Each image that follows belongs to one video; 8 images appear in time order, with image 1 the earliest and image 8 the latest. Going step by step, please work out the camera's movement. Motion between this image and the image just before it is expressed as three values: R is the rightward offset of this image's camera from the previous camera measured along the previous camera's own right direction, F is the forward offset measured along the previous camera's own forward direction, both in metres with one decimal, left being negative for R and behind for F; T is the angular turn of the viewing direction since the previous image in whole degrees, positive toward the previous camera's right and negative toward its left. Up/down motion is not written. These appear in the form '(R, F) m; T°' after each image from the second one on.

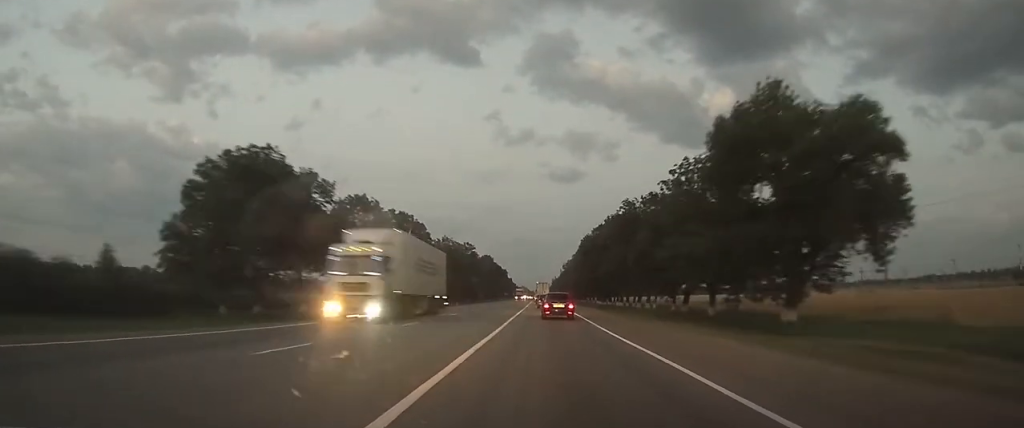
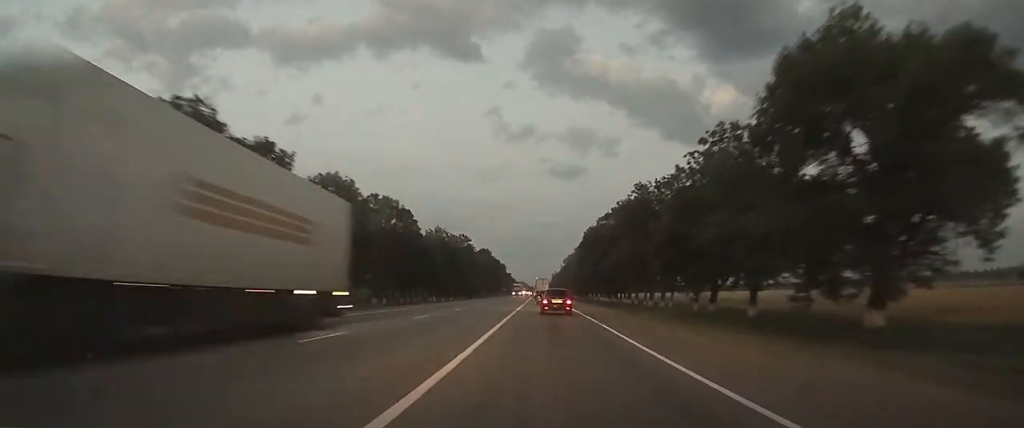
(0.0, +9.7) m; 0°
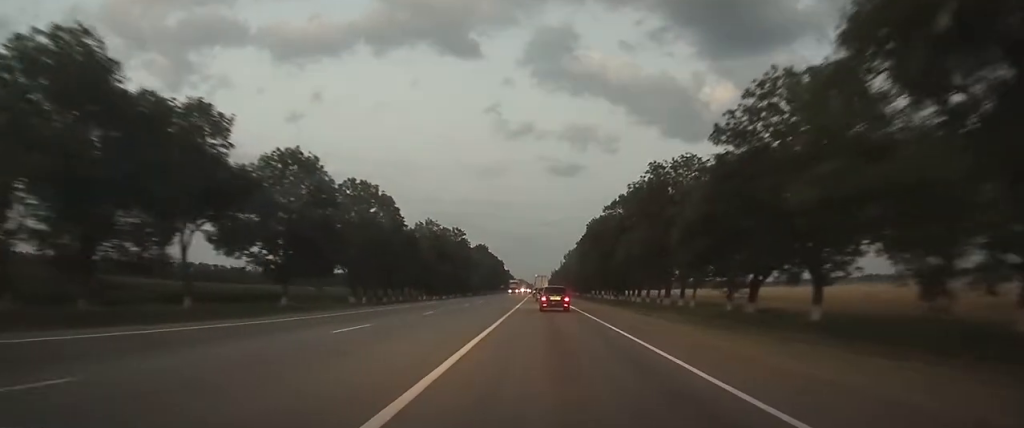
(-0.1, +9.8) m; 0°
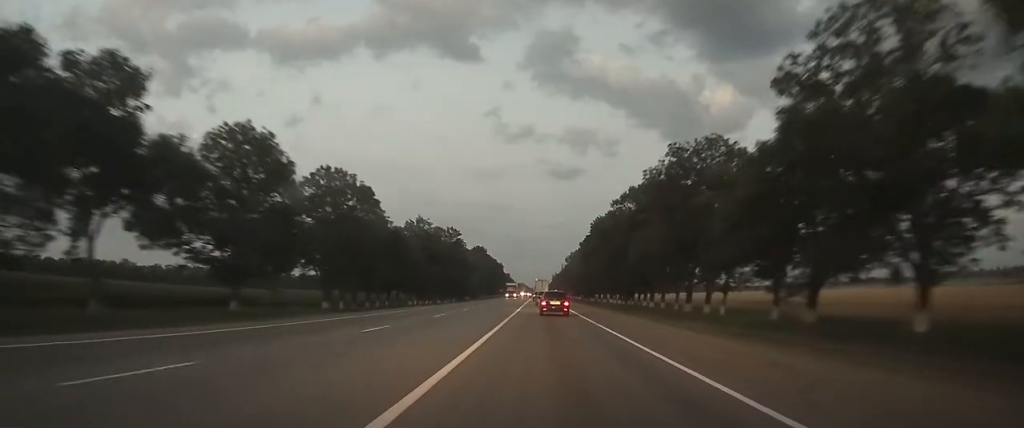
(-0.1, +9.1) m; 0°
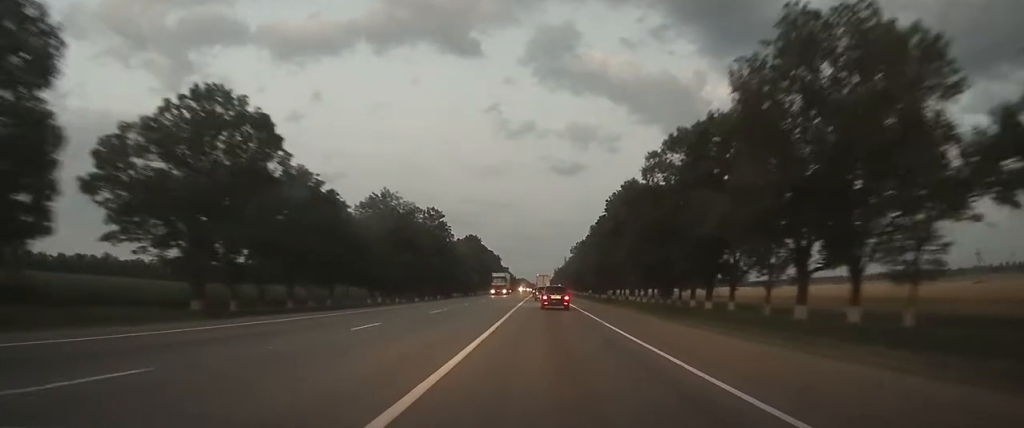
(+0.4, +25.0) m; +1°
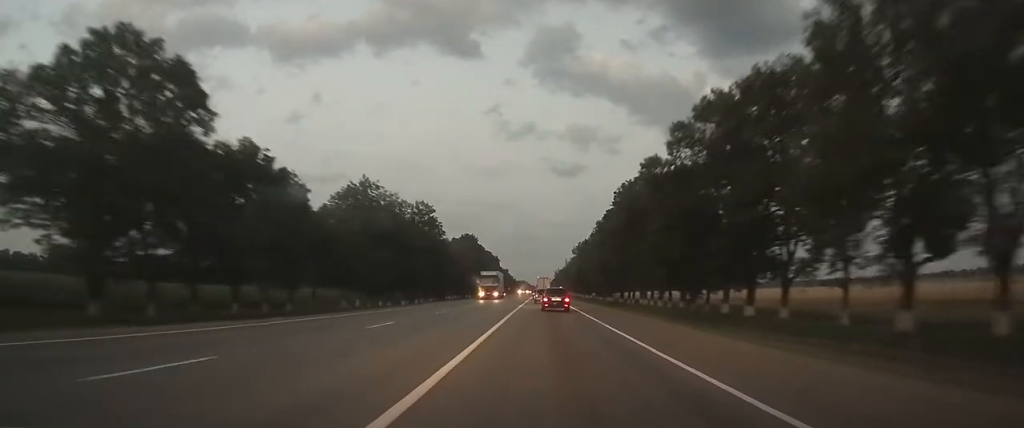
(0.0, +10.1) m; 0°
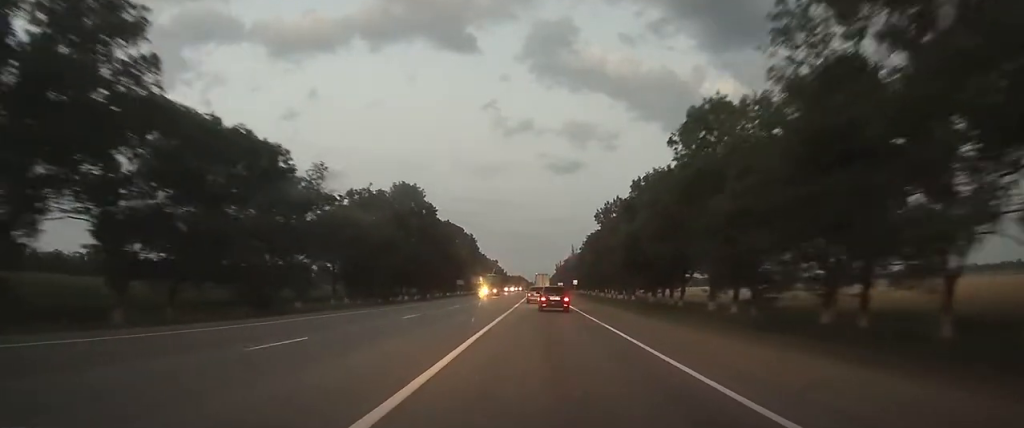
(-1.8, +77.2) m; -2°
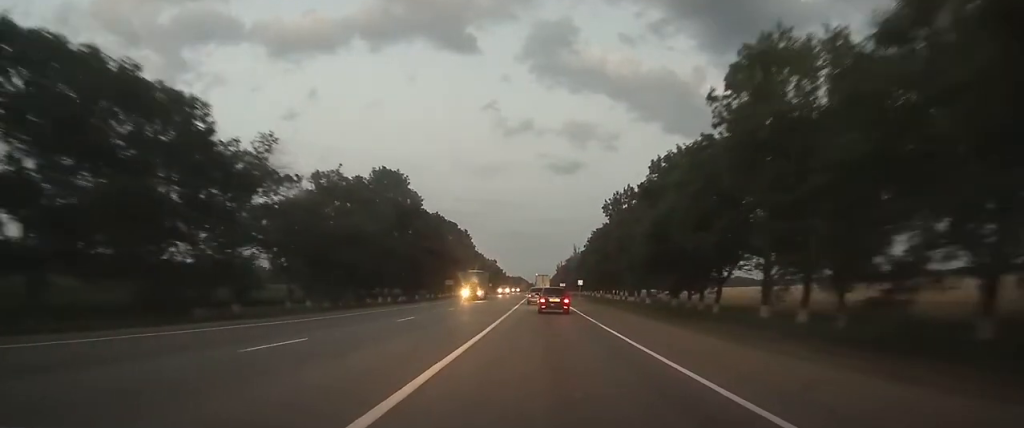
(0.0, +12.1) m; 0°
